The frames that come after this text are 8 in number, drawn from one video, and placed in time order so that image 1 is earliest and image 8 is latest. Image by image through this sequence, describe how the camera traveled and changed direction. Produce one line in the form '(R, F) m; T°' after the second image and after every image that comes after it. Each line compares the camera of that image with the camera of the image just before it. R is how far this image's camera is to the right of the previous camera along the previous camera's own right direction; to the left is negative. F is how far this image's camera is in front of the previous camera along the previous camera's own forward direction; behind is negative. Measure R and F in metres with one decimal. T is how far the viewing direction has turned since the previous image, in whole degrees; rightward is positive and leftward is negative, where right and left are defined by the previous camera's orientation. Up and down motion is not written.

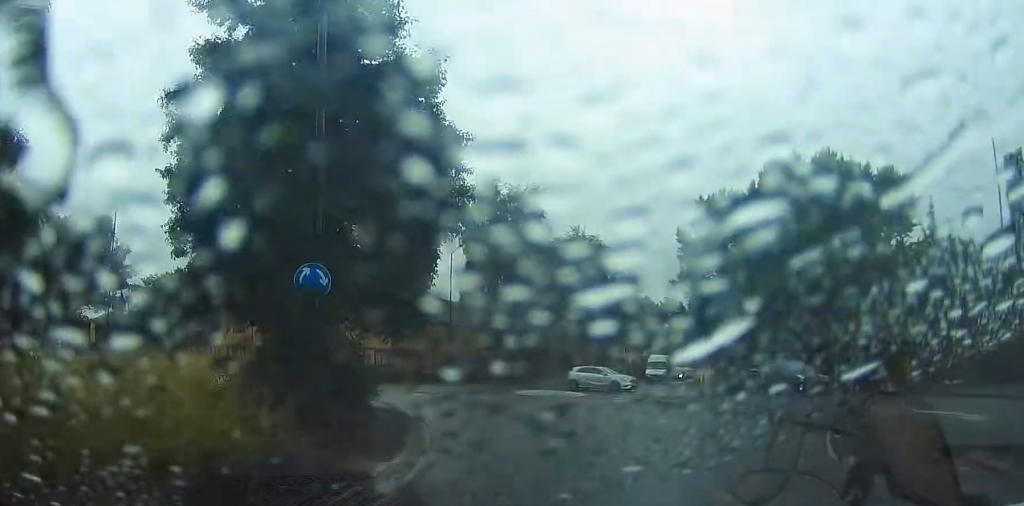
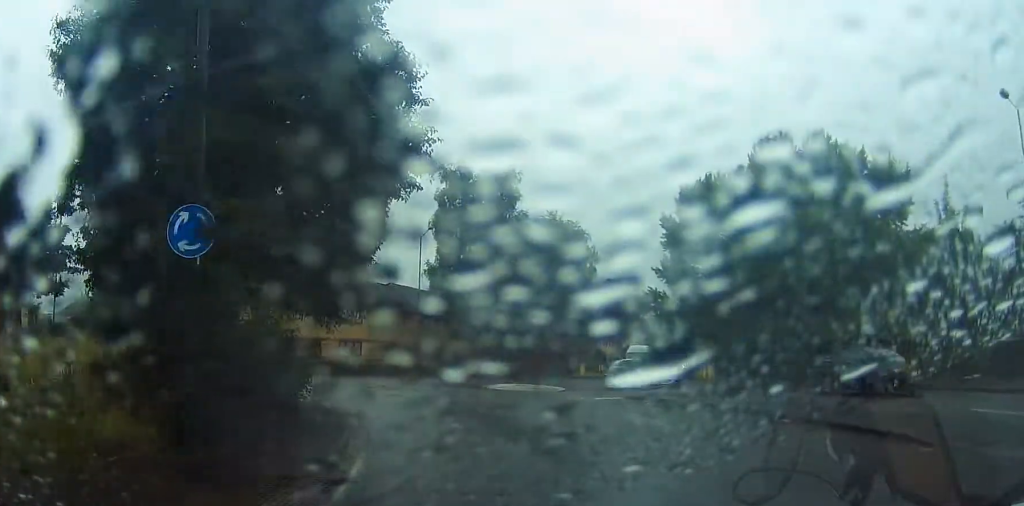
(0.0, +3.4) m; -5°
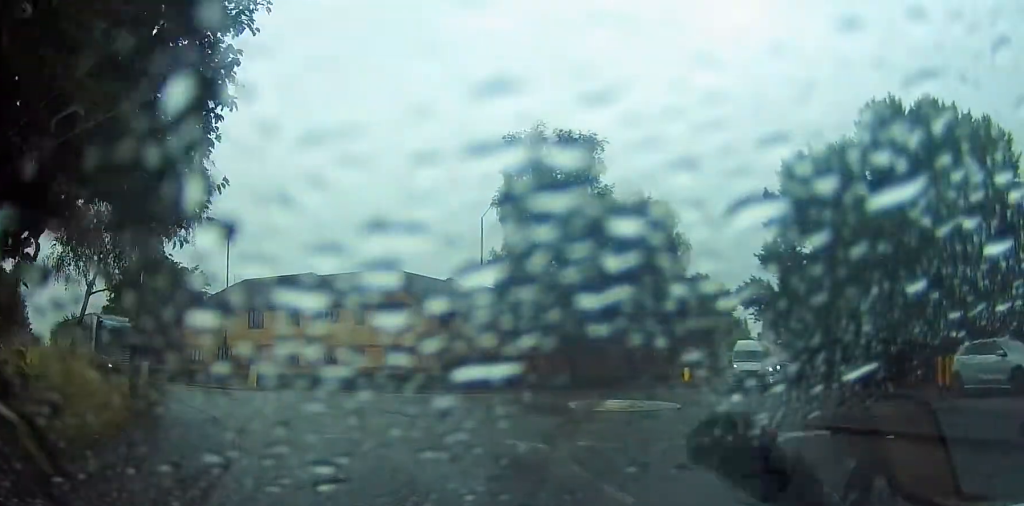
(-1.6, +9.7) m; -15°
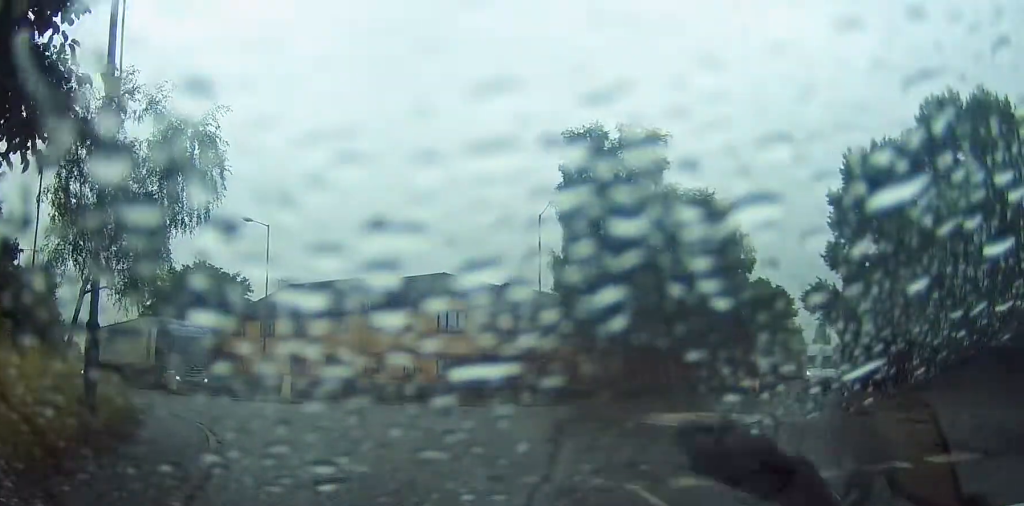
(-0.1, +3.7) m; -3°
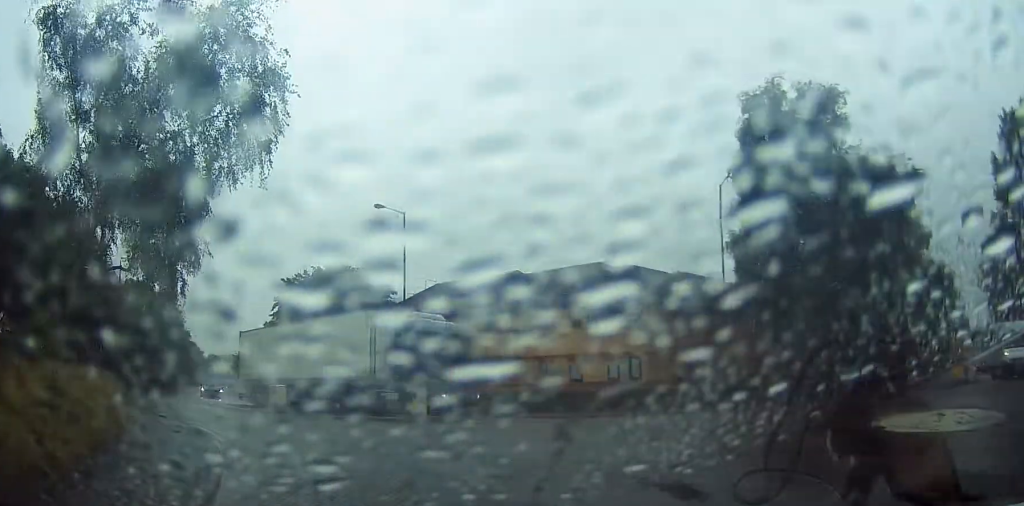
(-0.6, +7.1) m; -18°
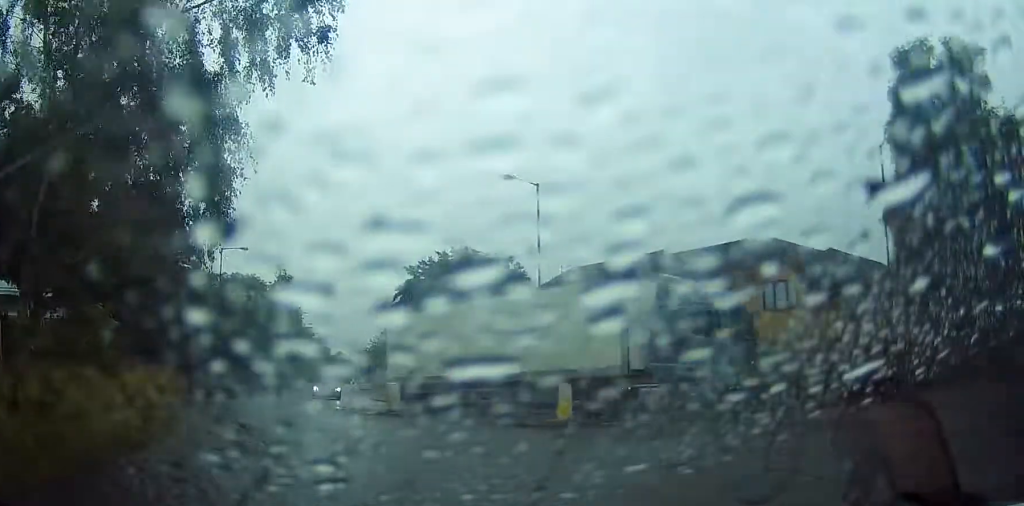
(-0.6, +4.2) m; -7°
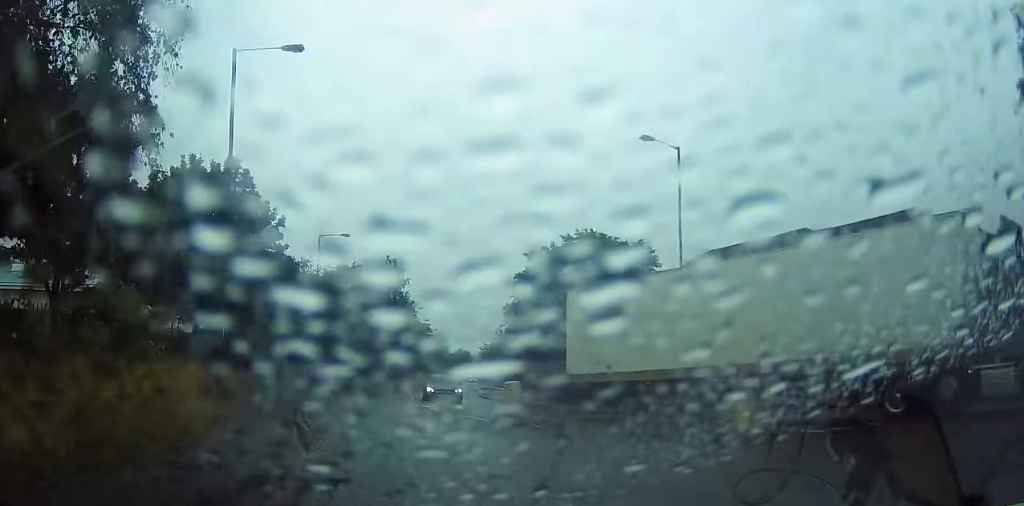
(-1.3, +4.6) m; +15°
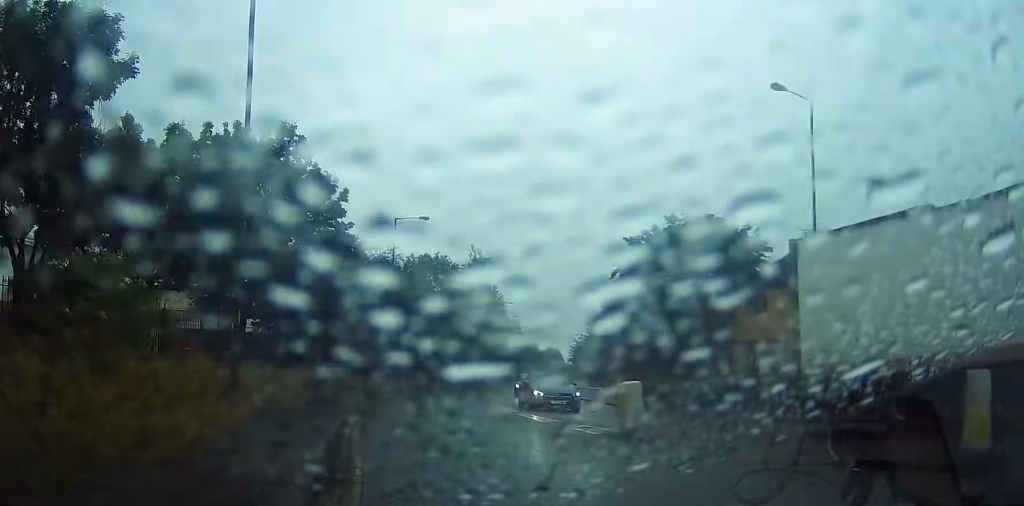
(+2.3, +4.4) m; -7°
